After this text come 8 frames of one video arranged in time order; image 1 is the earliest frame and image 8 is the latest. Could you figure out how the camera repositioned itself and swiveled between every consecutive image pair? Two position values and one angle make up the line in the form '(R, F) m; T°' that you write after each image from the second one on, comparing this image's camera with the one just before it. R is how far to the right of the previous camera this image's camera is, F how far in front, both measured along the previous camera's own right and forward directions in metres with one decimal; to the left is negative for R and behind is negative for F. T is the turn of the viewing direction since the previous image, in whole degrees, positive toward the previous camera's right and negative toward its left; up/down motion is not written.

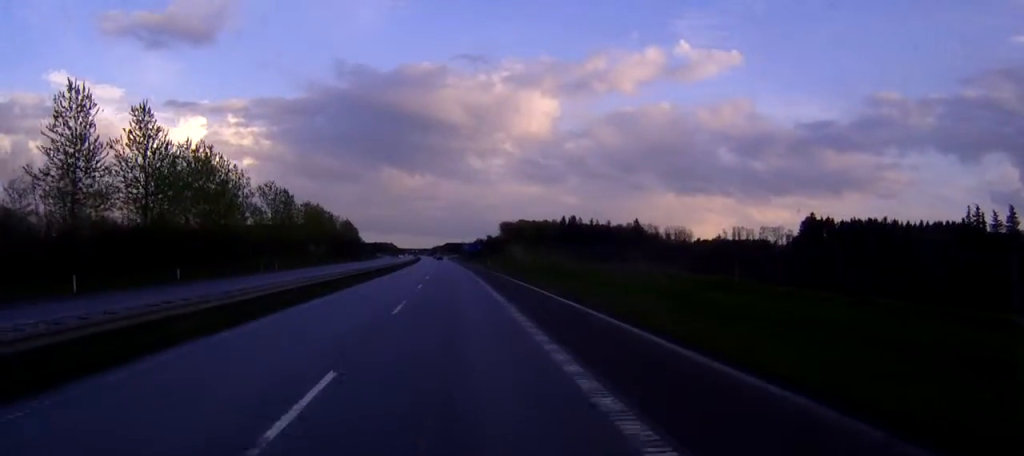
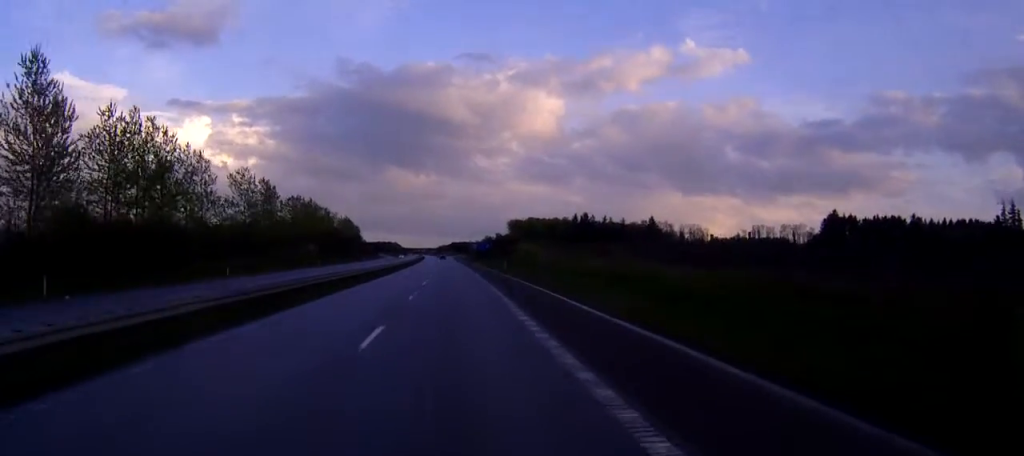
(-0.1, +22.8) m; 0°
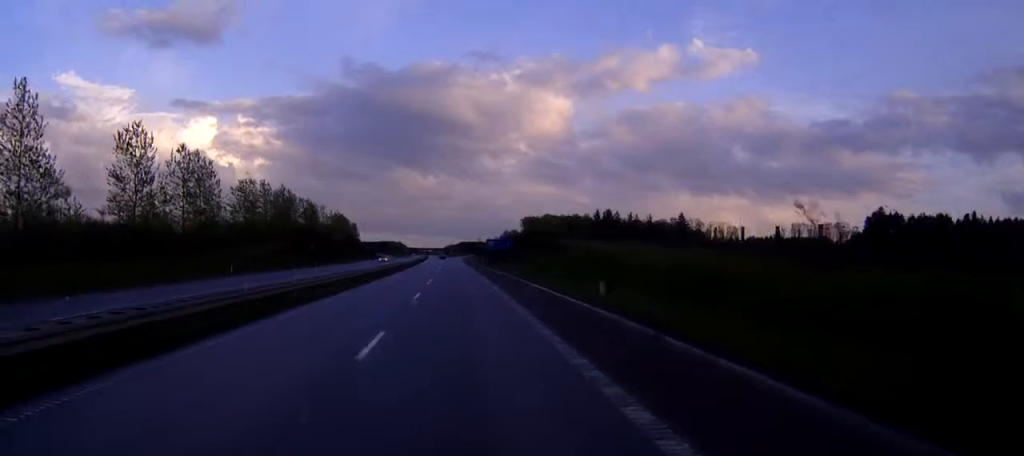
(-0.1, +46.5) m; 0°
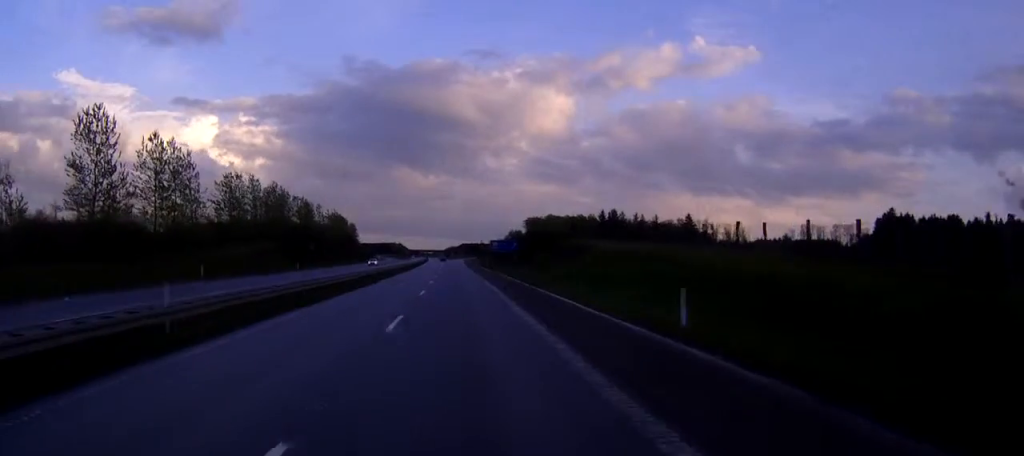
(-0.1, +10.1) m; 0°
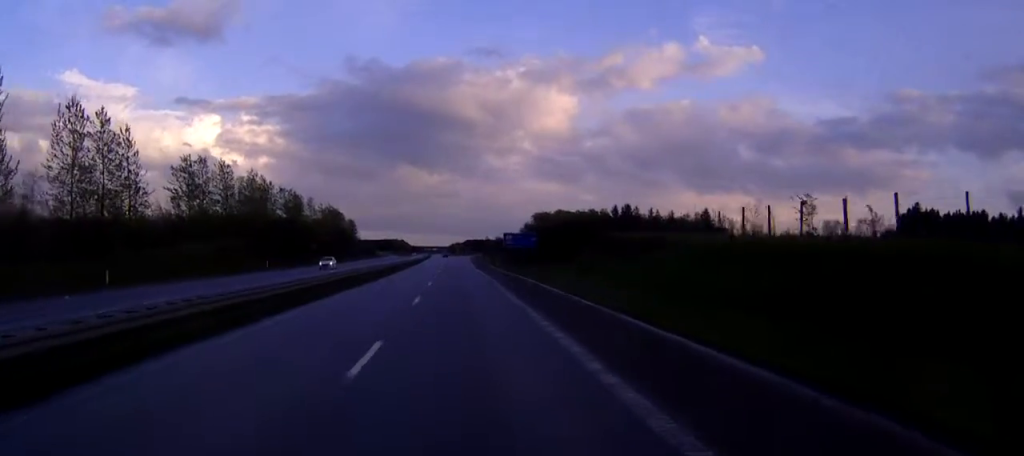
(-0.1, +22.0) m; 0°
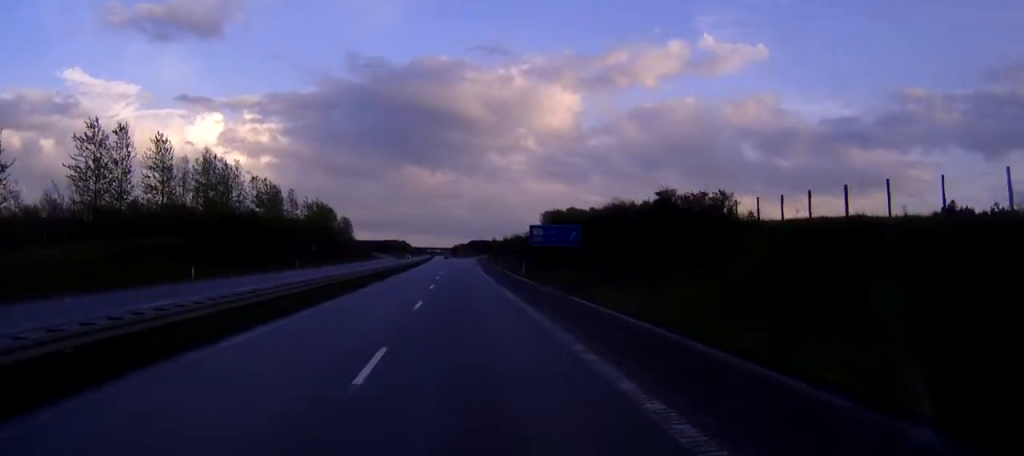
(-0.1, +30.5) m; 0°
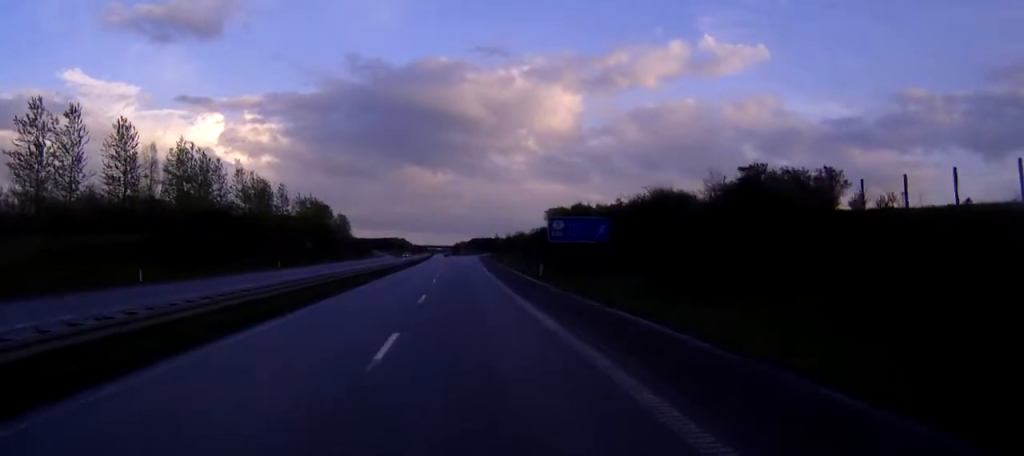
(0.0, +12.7) m; 0°
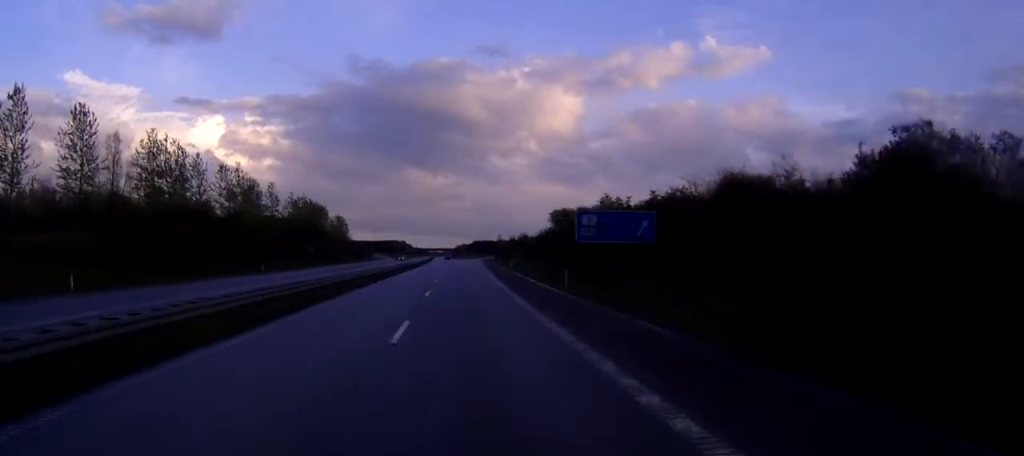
(0.0, +11.8) m; 0°
